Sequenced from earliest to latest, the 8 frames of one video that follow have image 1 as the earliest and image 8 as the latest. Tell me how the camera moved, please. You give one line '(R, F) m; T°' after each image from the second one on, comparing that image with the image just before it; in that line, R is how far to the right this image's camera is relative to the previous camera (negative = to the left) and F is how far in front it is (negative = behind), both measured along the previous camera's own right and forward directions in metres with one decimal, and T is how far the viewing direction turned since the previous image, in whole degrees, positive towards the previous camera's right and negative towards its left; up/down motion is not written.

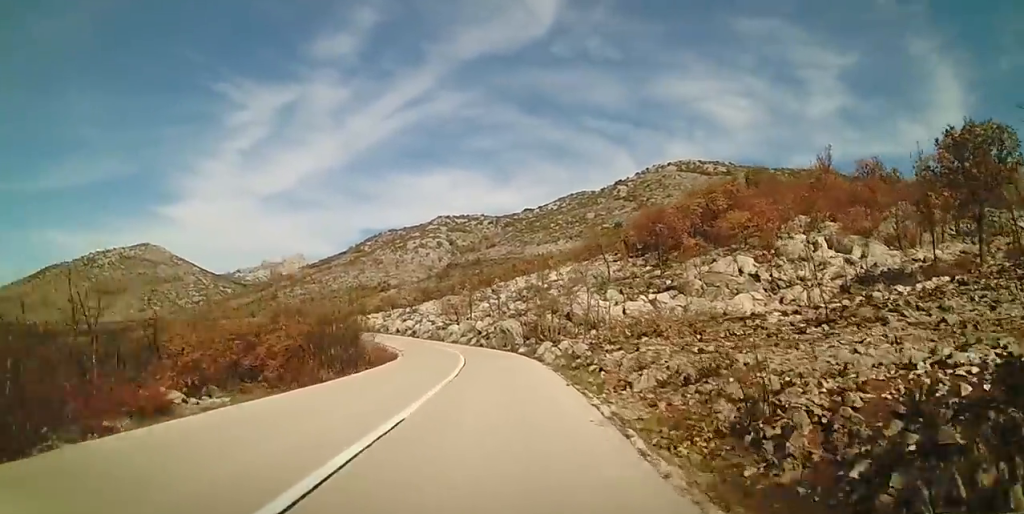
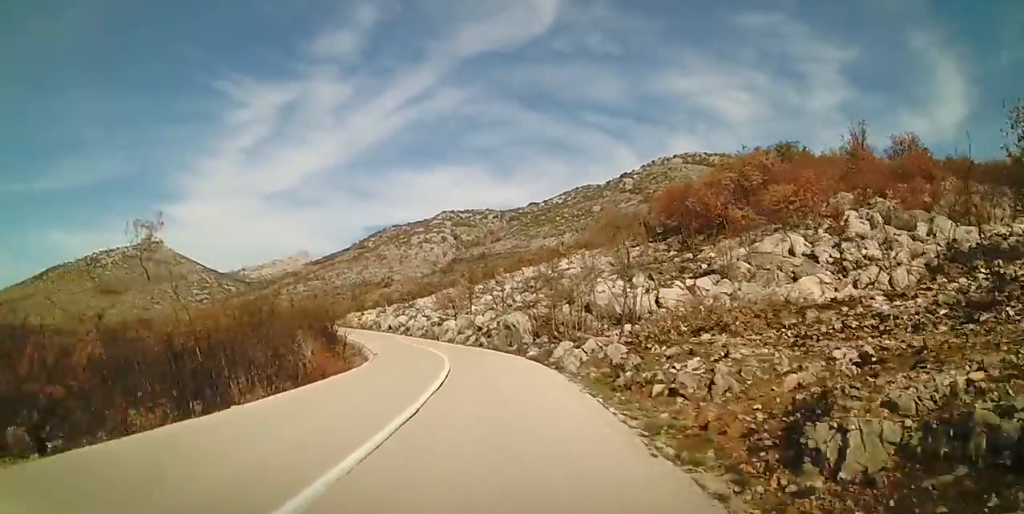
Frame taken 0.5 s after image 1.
(+0.2, +7.3) m; 0°
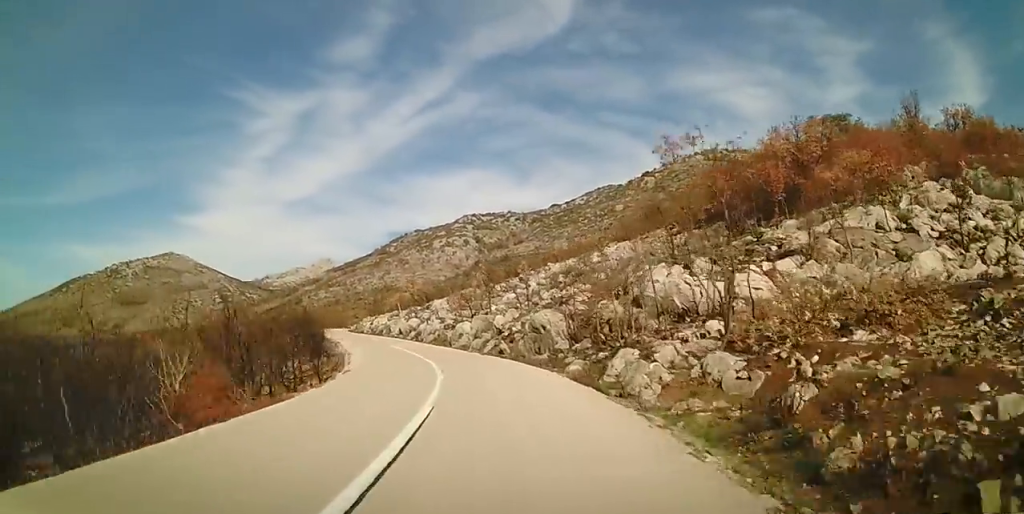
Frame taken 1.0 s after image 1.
(0.0, +7.5) m; -2°
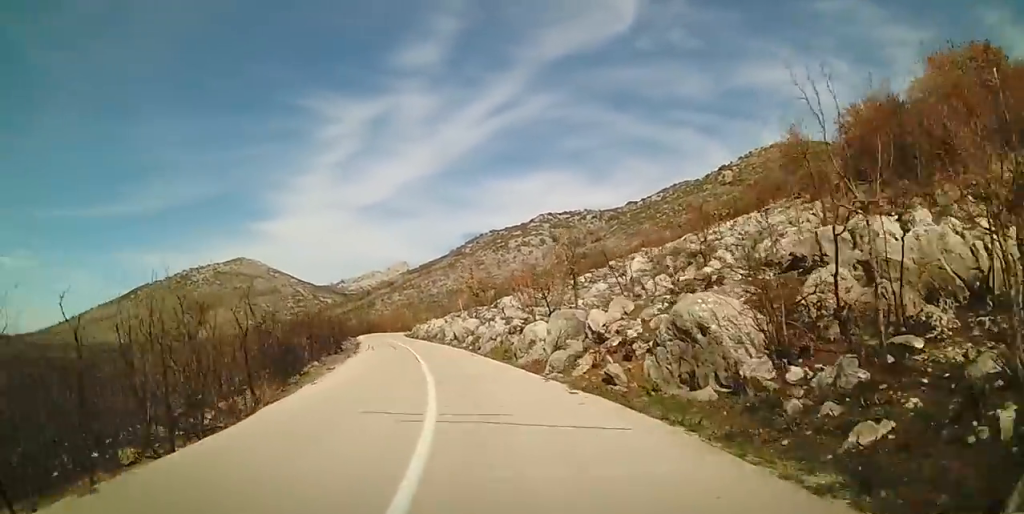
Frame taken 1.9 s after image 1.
(-0.6, +13.2) m; -7°
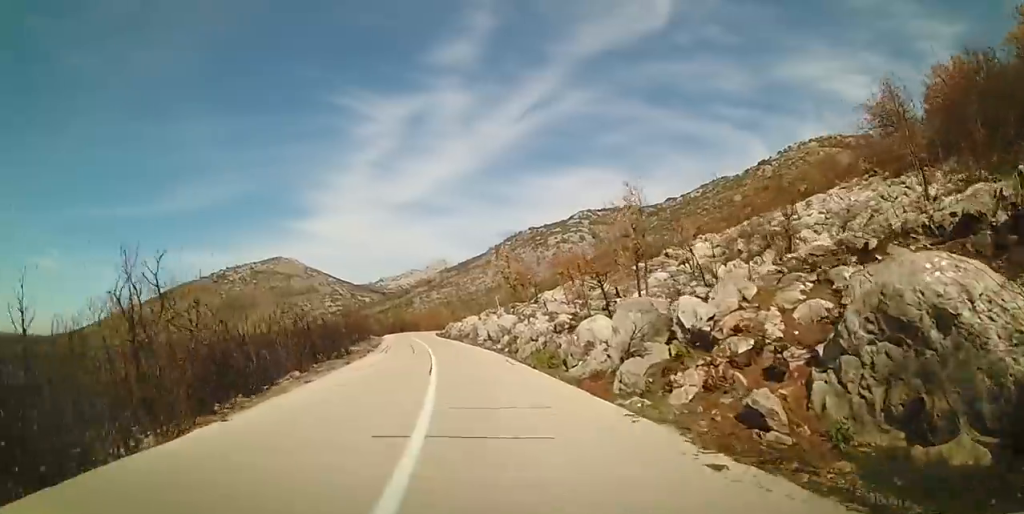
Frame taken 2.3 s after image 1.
(+0.2, +6.2) m; -4°
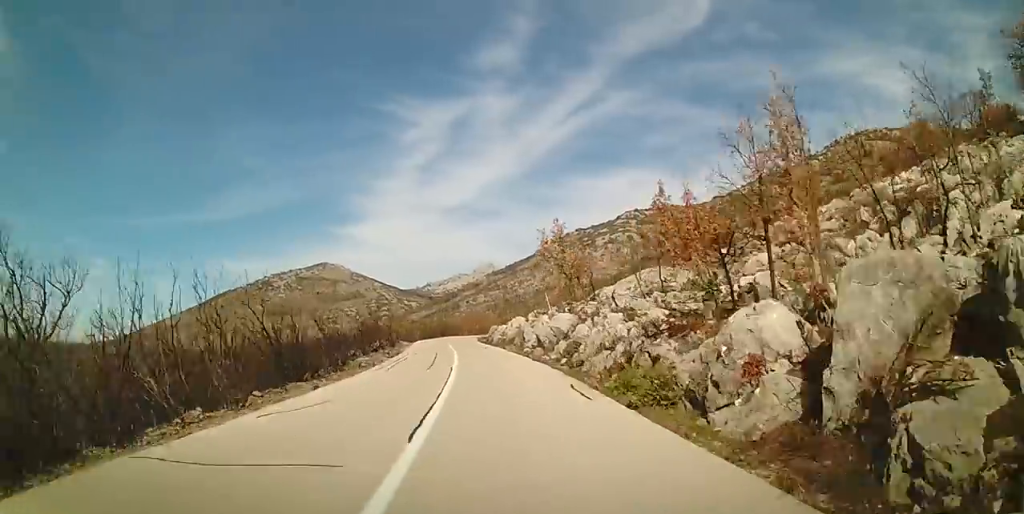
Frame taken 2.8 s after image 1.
(-0.8, +8.3) m; -3°
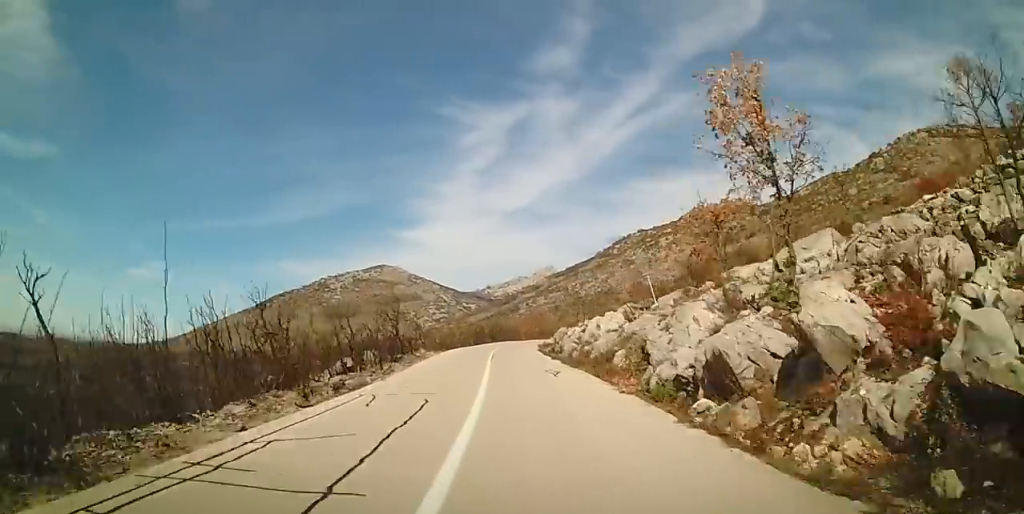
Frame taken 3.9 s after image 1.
(-0.9, +18.0) m; -4°
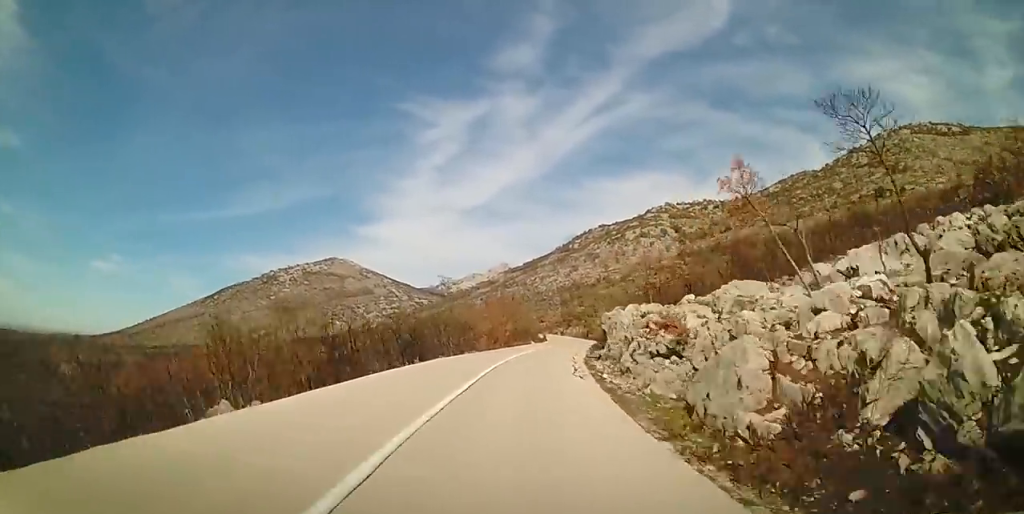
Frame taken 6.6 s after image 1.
(-1.9, +44.1) m; +1°
